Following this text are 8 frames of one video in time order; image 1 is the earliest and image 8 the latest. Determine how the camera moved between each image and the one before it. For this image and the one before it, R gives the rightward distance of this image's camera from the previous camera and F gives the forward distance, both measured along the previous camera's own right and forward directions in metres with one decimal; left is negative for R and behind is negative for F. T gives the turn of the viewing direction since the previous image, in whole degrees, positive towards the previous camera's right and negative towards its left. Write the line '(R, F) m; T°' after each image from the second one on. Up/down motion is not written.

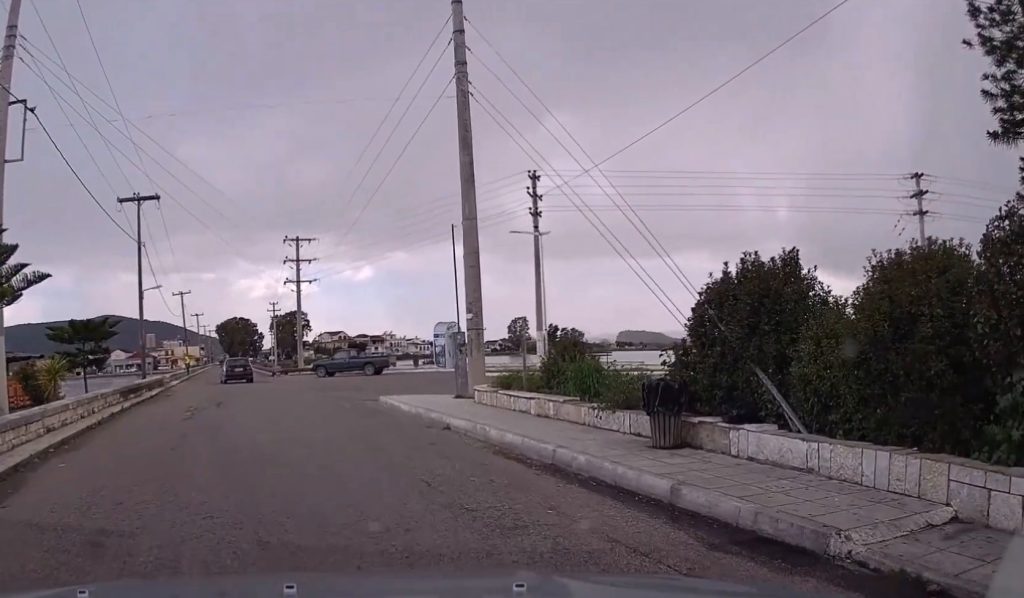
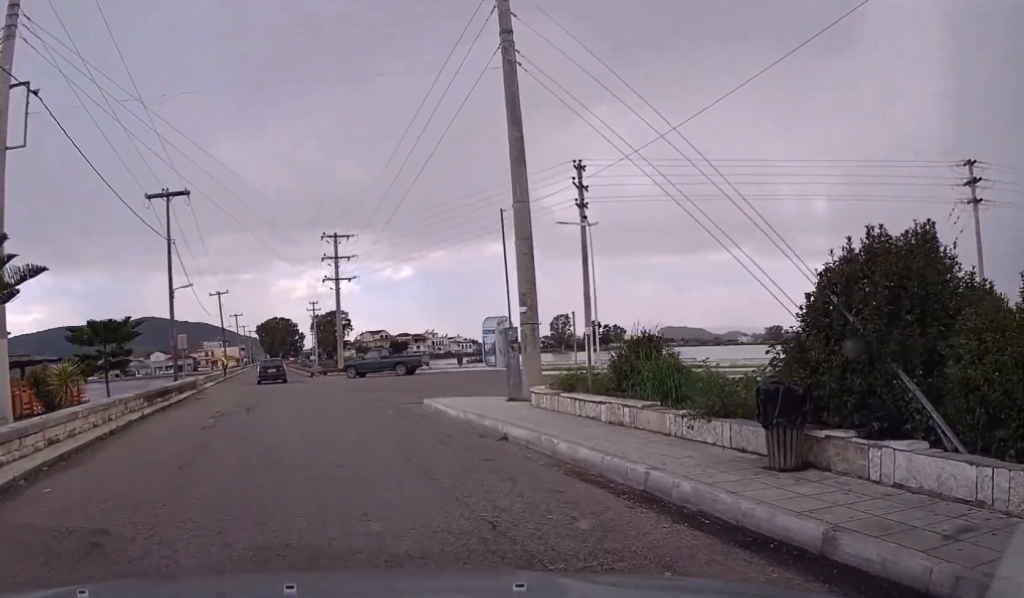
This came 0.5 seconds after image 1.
(+0.2, +1.8) m; -3°
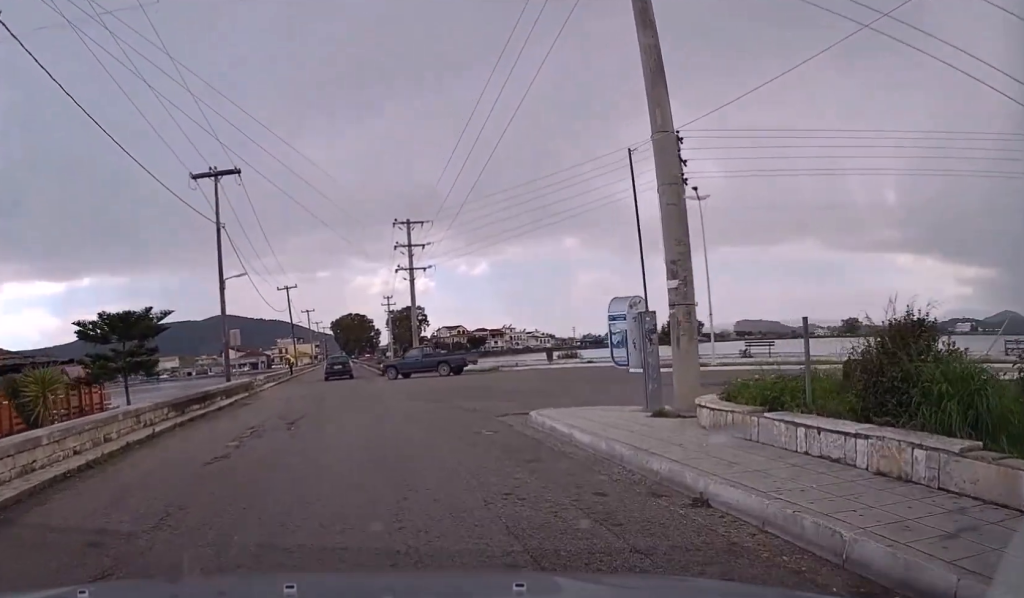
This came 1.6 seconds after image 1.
(-0.7, +5.3) m; -7°
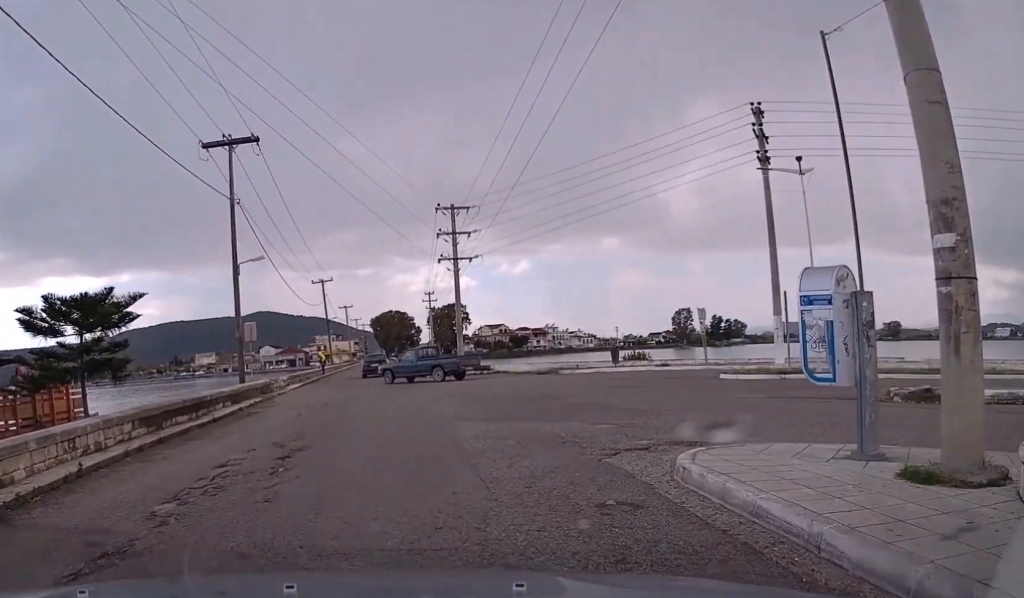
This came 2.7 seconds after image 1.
(+0.1, +5.9) m; +1°
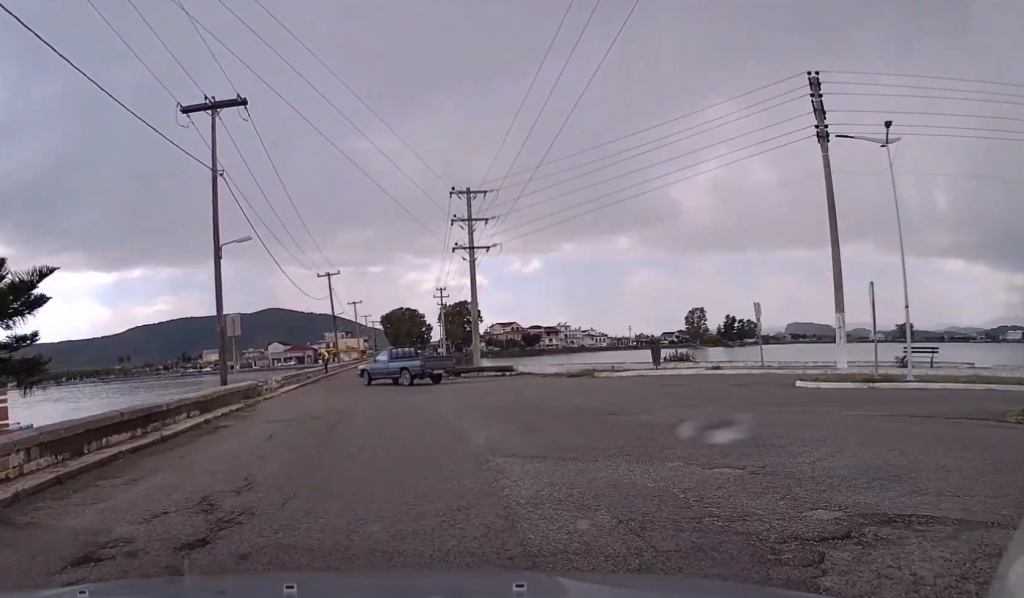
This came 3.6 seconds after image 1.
(+0.1, +5.1) m; -3°
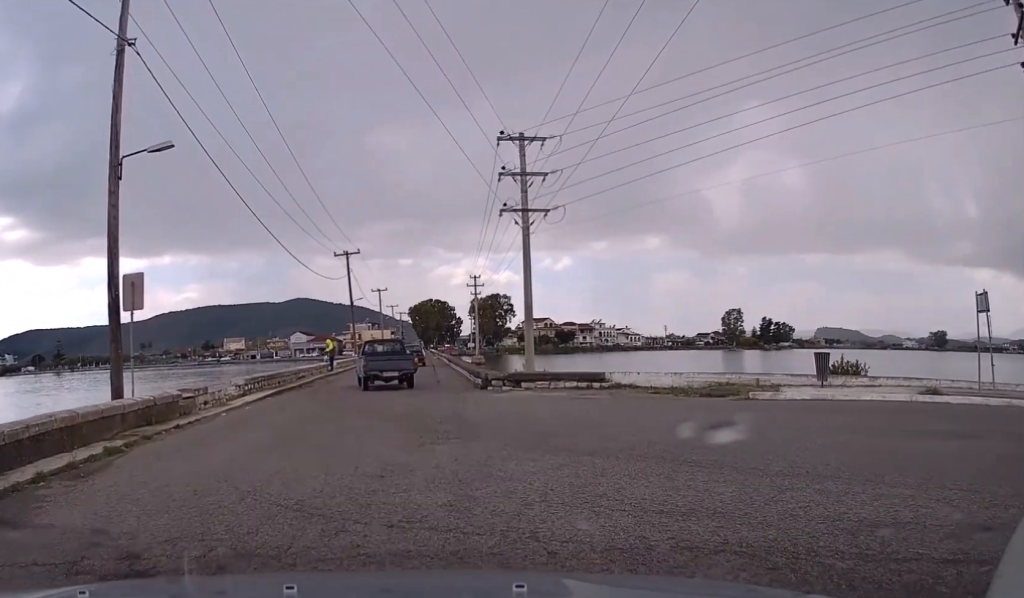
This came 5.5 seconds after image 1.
(+0.7, +12.2) m; +6°
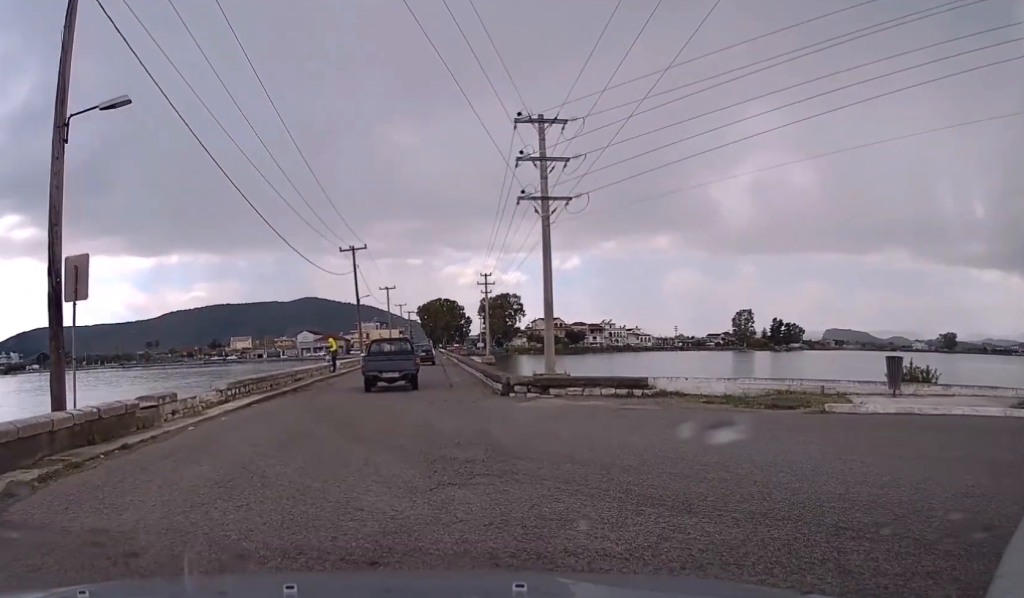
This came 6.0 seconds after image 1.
(-0.2, +3.1) m; -2°
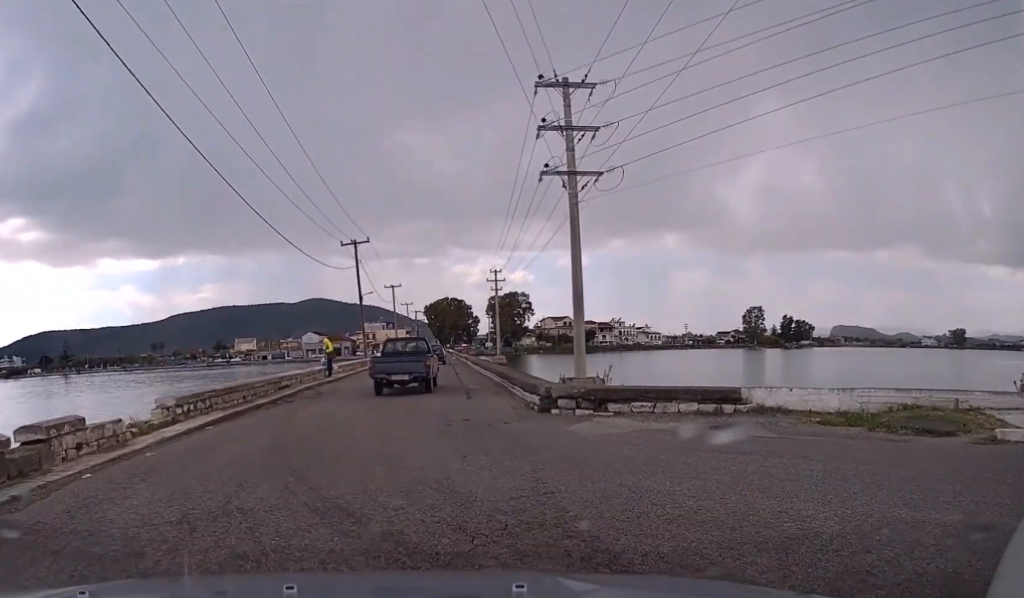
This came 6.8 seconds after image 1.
(-0.2, +4.9) m; -3°
